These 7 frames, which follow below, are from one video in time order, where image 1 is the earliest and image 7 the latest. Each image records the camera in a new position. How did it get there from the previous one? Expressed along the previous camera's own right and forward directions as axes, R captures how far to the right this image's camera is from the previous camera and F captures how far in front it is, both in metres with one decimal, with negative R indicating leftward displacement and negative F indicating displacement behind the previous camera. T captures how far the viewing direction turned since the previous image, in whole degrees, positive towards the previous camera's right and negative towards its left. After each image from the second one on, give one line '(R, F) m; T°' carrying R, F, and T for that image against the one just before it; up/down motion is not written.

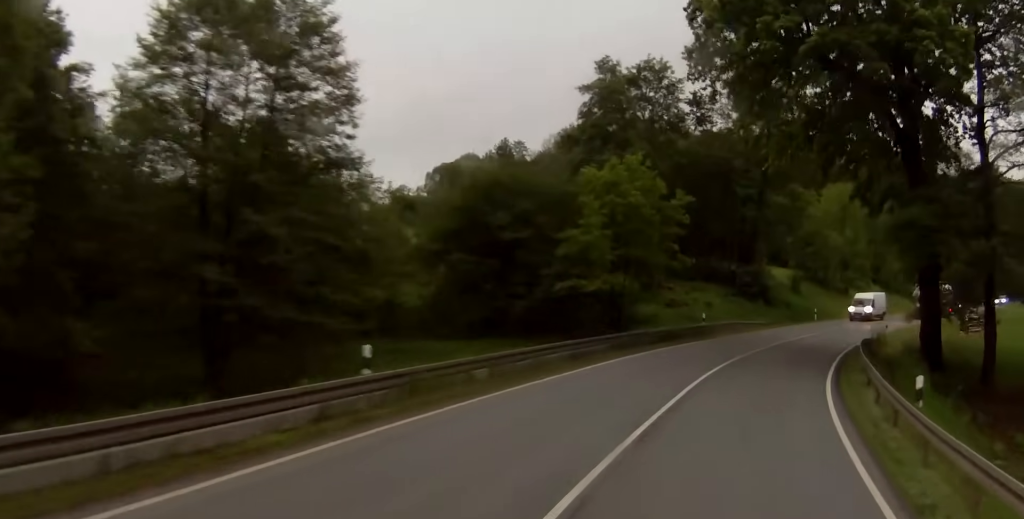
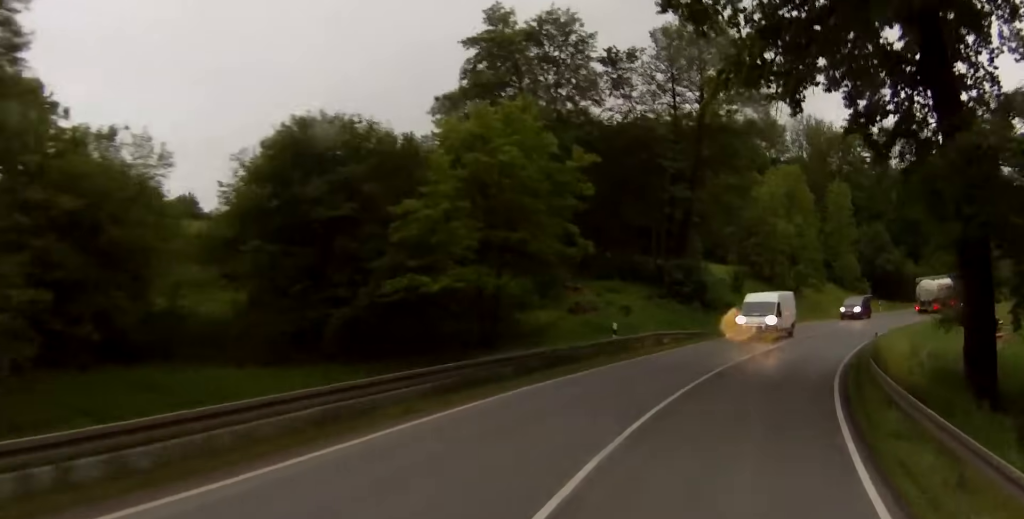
(+1.0, +15.5) m; +4°
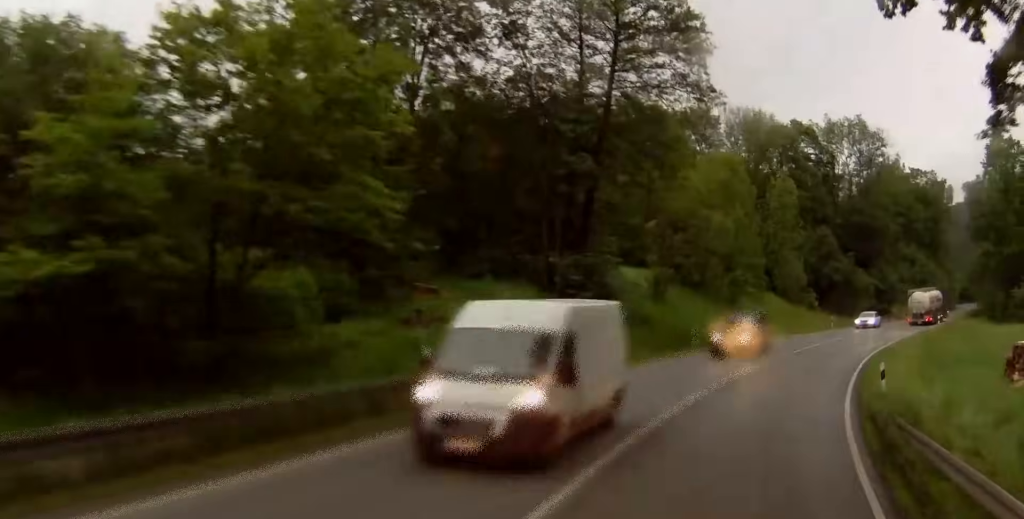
(0.0, +15.3) m; 0°
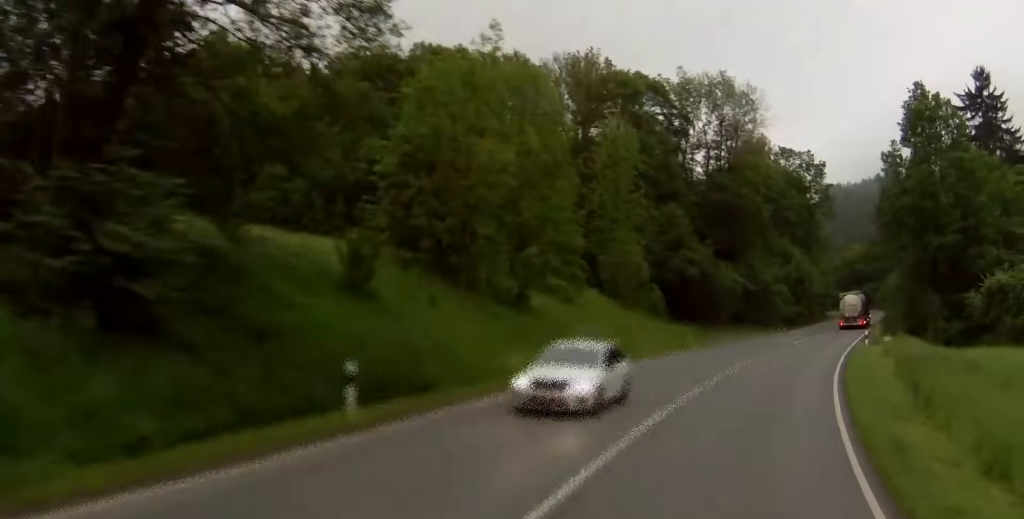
(0.0, +27.6) m; +6°
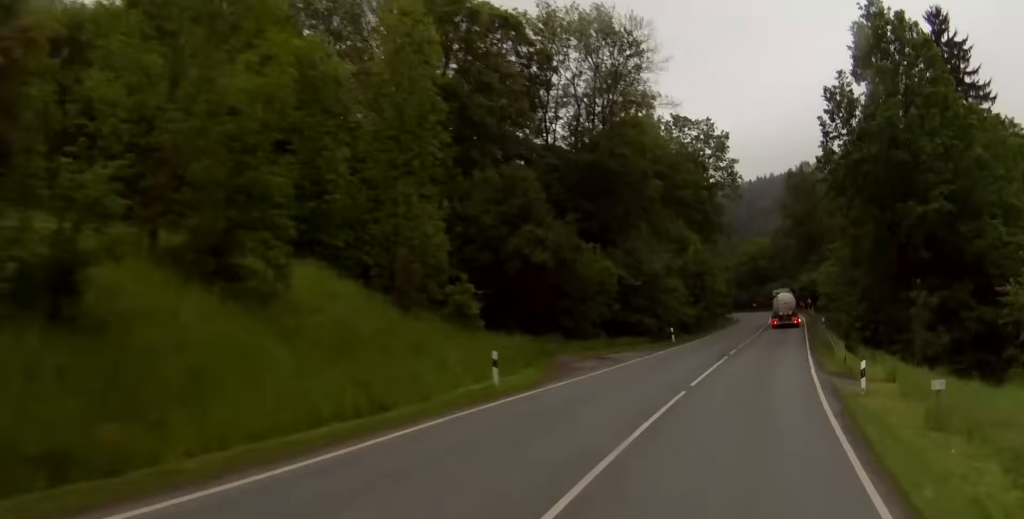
(+3.2, +23.8) m; +13°
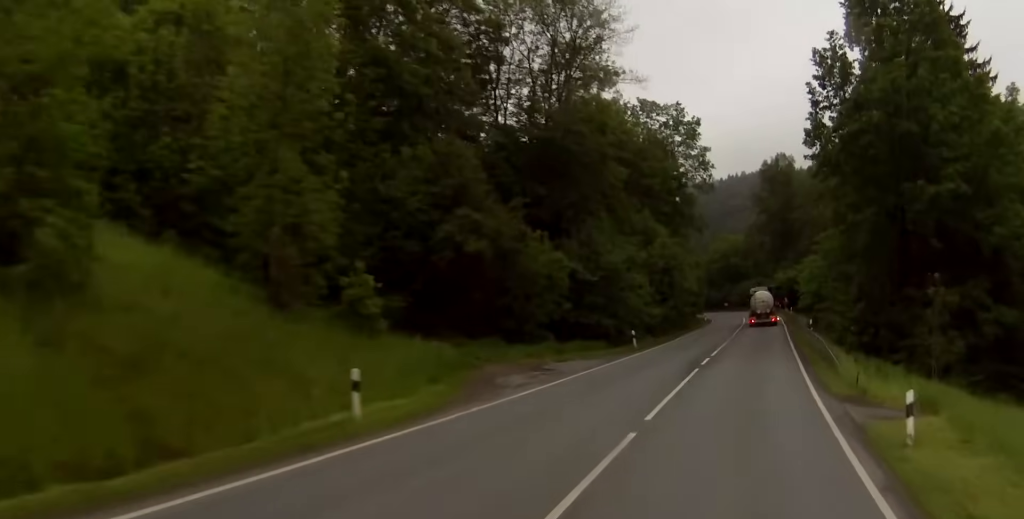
(+0.2, +8.0) m; +2°
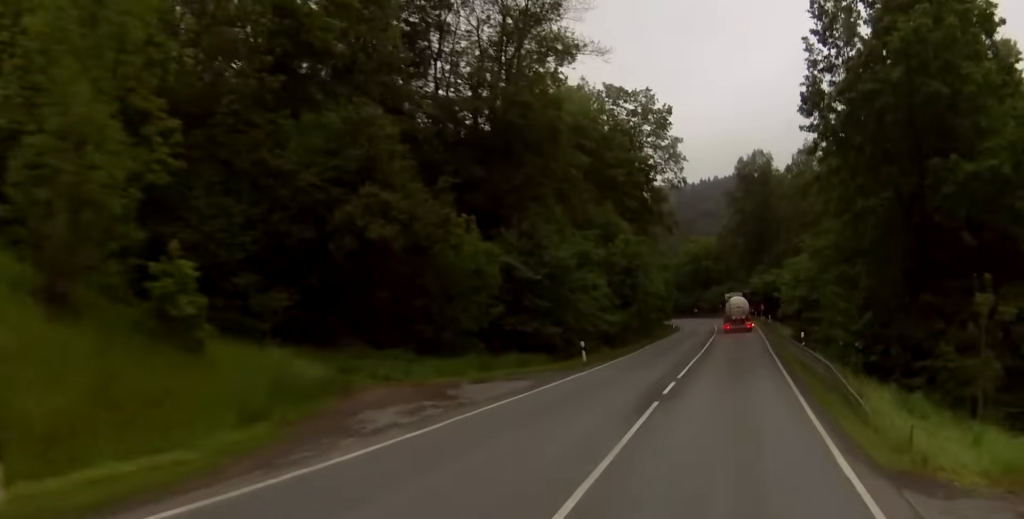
(+0.2, +9.1) m; +2°
